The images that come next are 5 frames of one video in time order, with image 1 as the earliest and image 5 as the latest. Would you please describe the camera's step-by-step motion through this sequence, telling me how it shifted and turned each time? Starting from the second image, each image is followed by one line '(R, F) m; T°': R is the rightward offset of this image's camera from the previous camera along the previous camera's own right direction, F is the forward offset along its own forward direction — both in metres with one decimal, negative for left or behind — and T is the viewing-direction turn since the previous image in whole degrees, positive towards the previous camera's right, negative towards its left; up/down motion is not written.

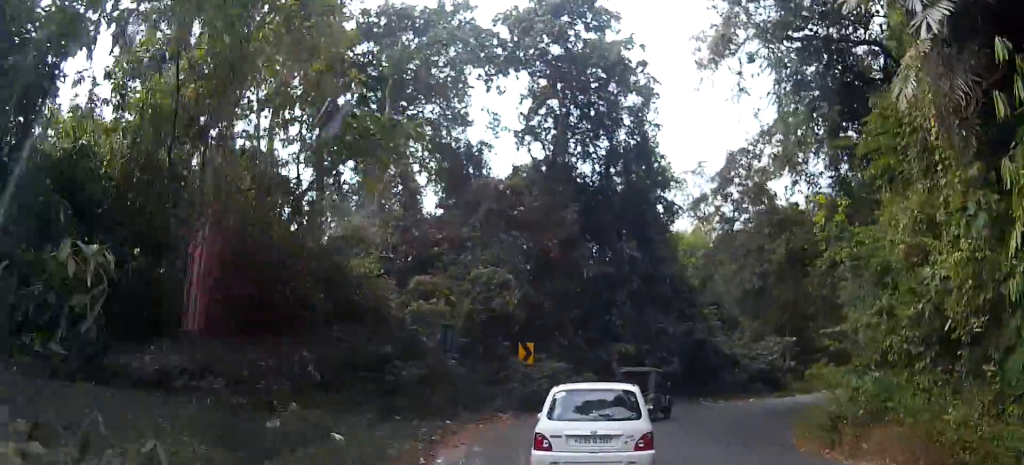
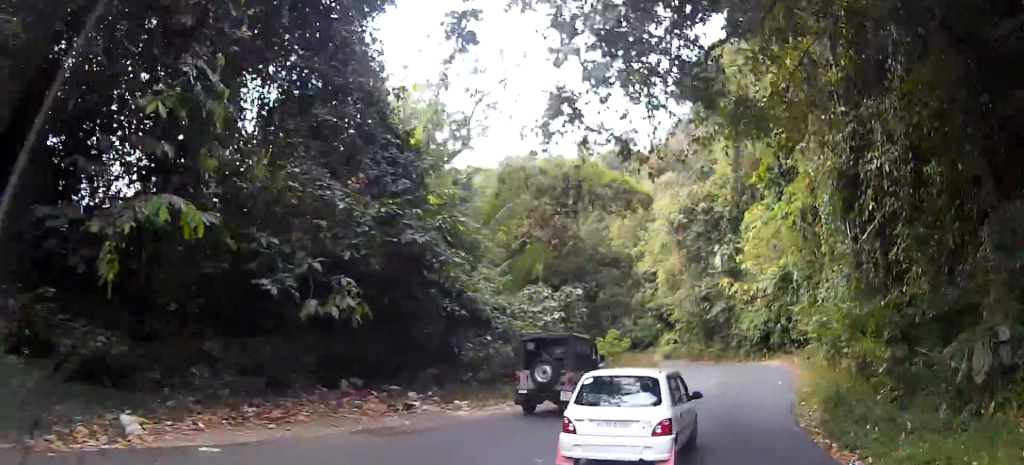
(+0.7, +22.0) m; +6°
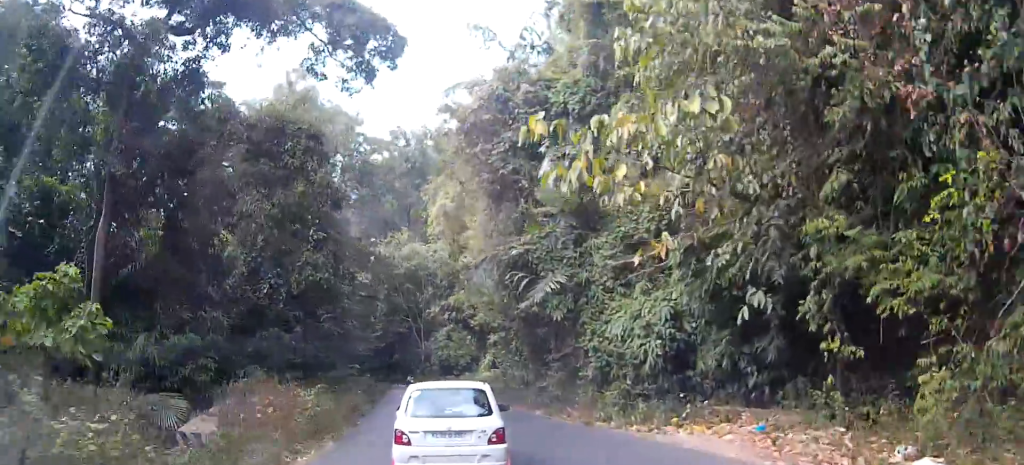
(+2.3, +27.4) m; +6°
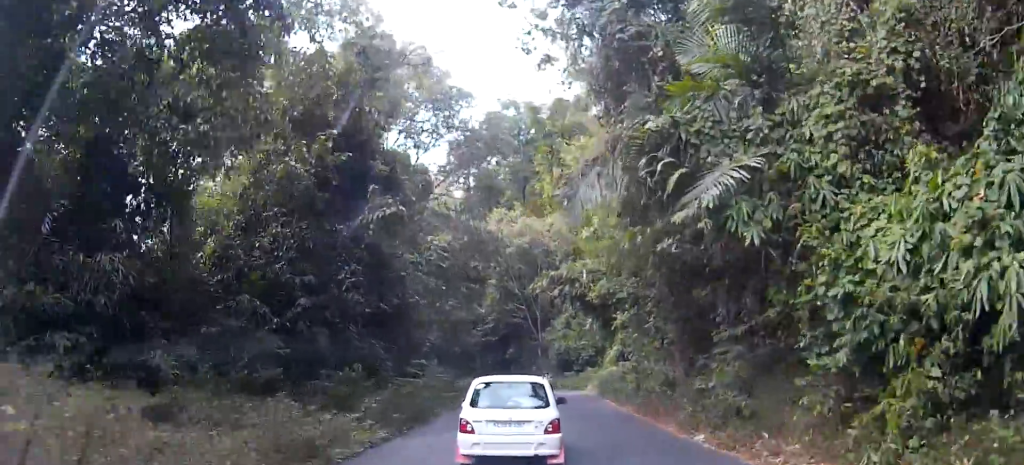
(-0.1, +10.4) m; -2°
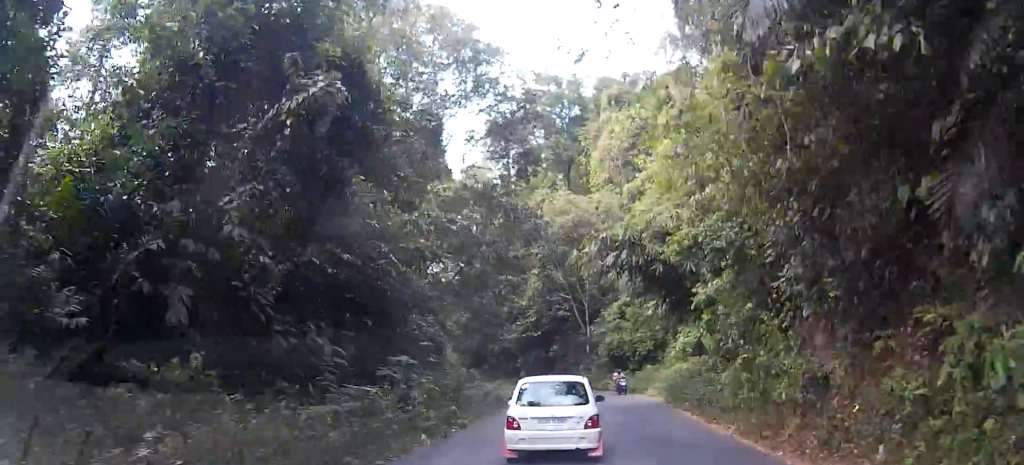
(-0.2, +8.5) m; -2°
